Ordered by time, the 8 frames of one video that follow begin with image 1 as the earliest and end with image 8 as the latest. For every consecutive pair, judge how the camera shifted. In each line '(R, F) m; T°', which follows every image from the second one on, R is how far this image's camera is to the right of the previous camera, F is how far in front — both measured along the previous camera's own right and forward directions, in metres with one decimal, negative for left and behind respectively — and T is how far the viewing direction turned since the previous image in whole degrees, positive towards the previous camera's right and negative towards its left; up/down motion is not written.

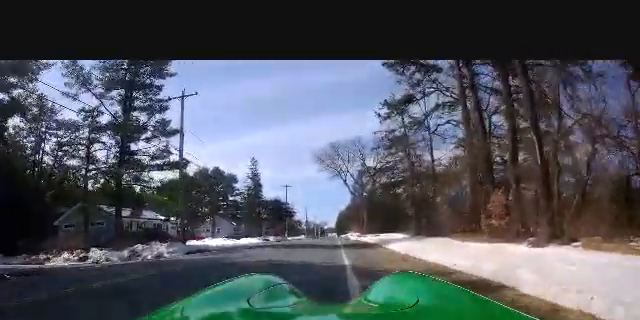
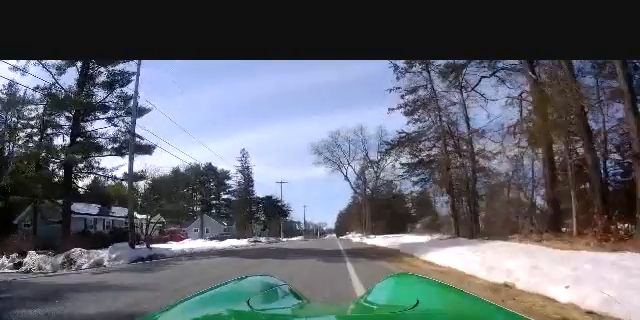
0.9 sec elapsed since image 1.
(+0.1, +7.1) m; 0°
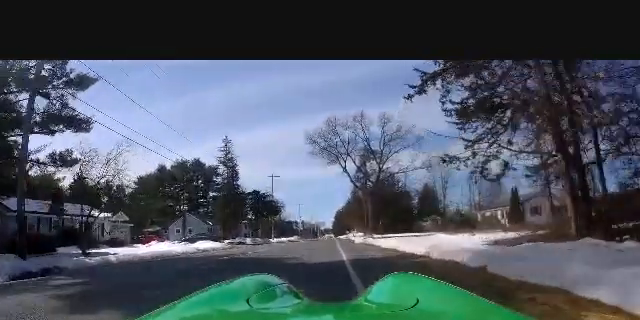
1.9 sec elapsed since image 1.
(0.0, +8.3) m; 0°
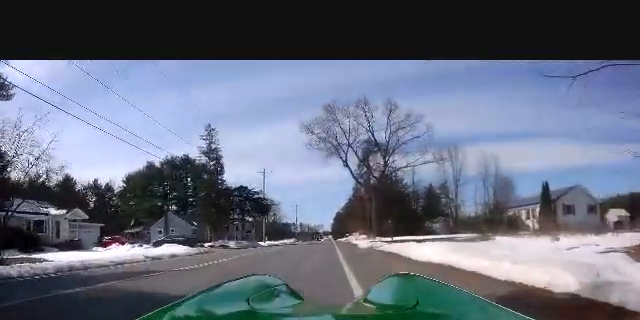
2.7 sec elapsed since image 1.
(0.0, +7.3) m; 0°
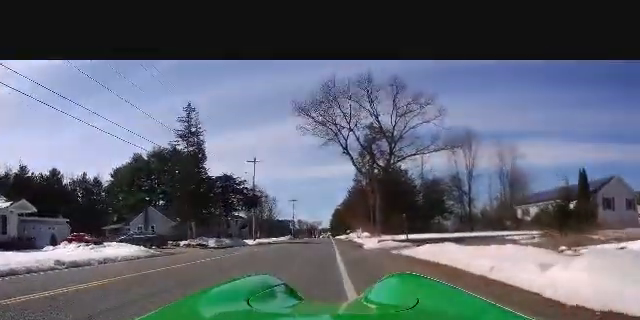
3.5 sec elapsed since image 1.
(0.0, +6.8) m; 0°
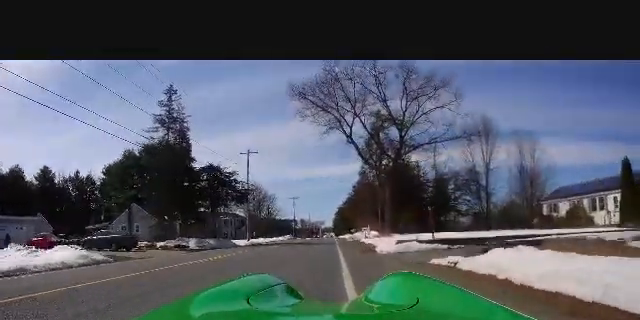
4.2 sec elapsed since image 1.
(0.0, +5.7) m; 0°
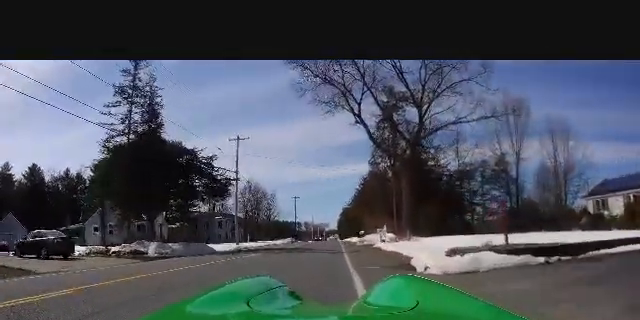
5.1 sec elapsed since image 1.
(0.0, +7.7) m; +1°
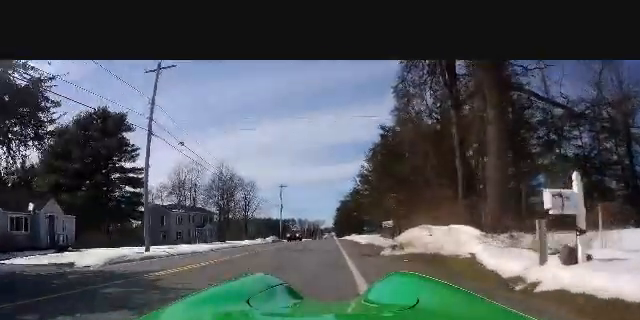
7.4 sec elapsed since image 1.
(+1.7, +17.2) m; +13°
